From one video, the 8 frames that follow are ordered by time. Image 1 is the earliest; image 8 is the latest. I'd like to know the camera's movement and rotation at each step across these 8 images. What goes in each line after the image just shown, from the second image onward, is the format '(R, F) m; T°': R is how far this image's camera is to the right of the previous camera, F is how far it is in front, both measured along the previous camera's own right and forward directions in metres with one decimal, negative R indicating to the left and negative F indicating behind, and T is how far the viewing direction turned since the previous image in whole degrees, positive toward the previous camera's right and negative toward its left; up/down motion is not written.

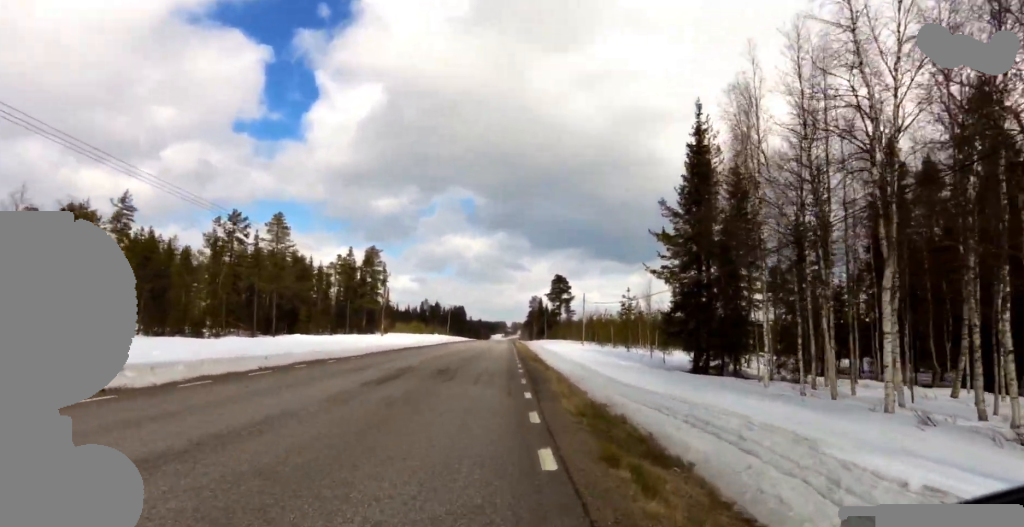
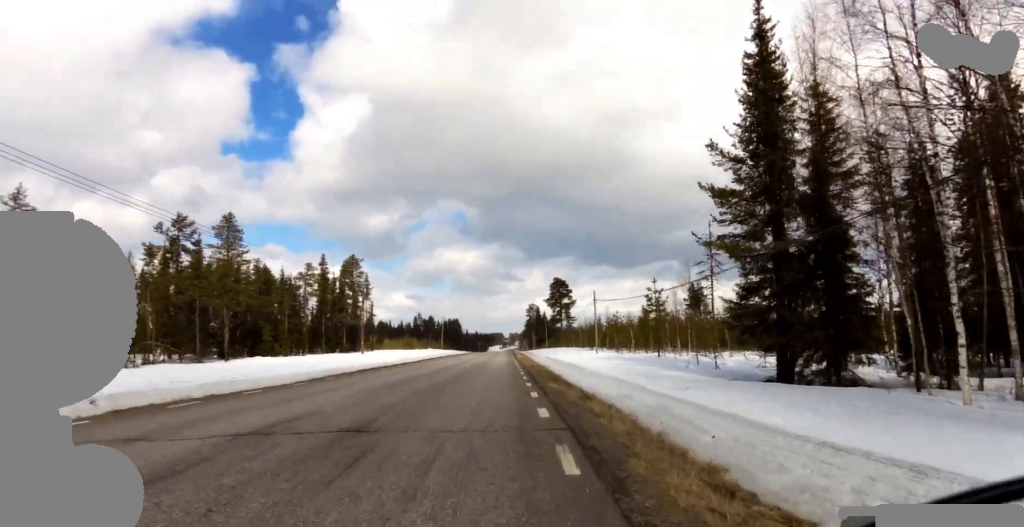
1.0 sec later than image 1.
(0.0, +9.5) m; -2°
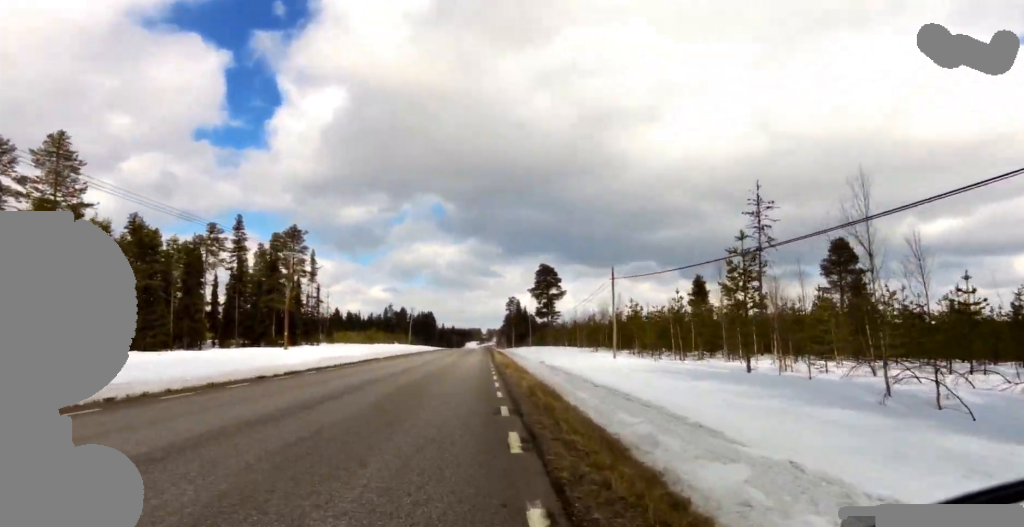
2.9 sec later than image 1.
(-0.2, +16.7) m; +1°
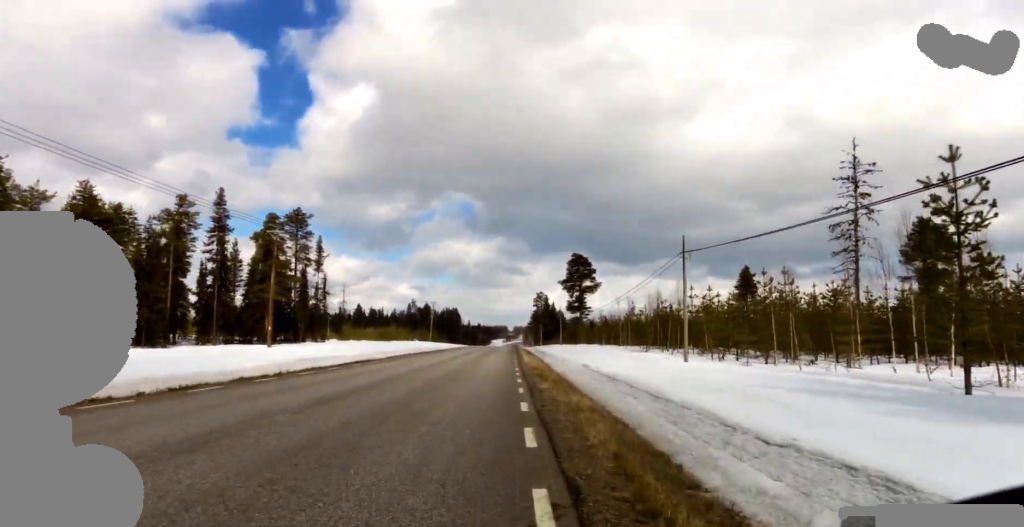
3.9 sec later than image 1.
(+0.3, +8.5) m; -1°
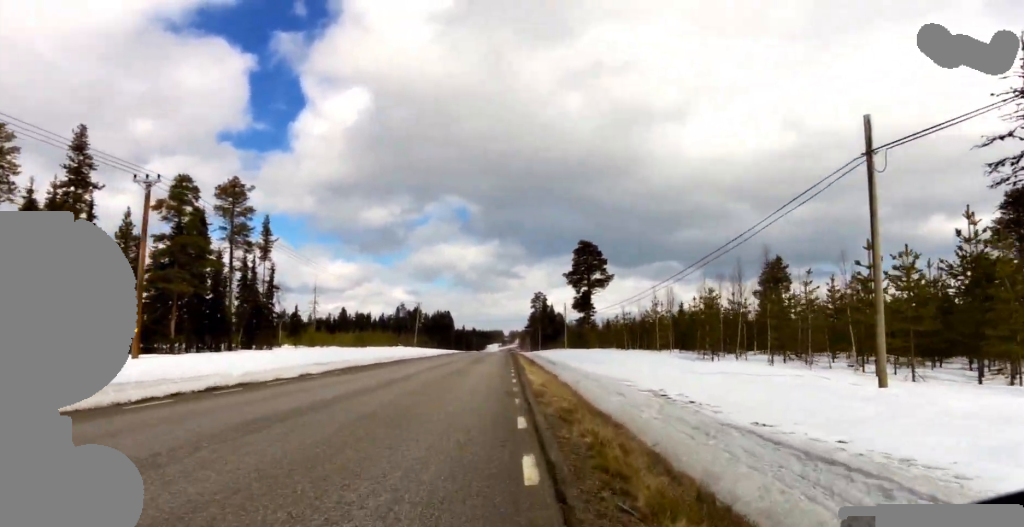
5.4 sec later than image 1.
(-0.4, +13.0) m; +1°
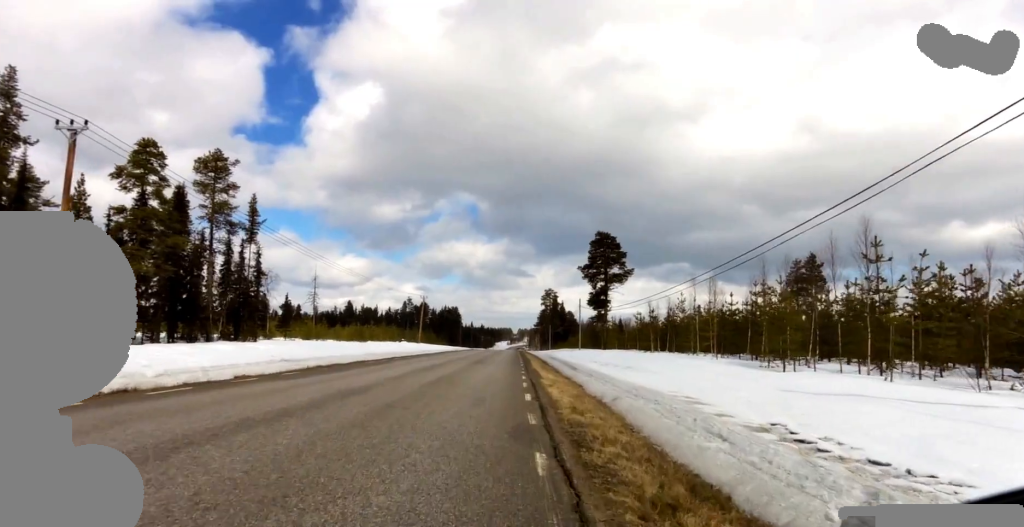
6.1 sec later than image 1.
(0.0, +5.9) m; -1°
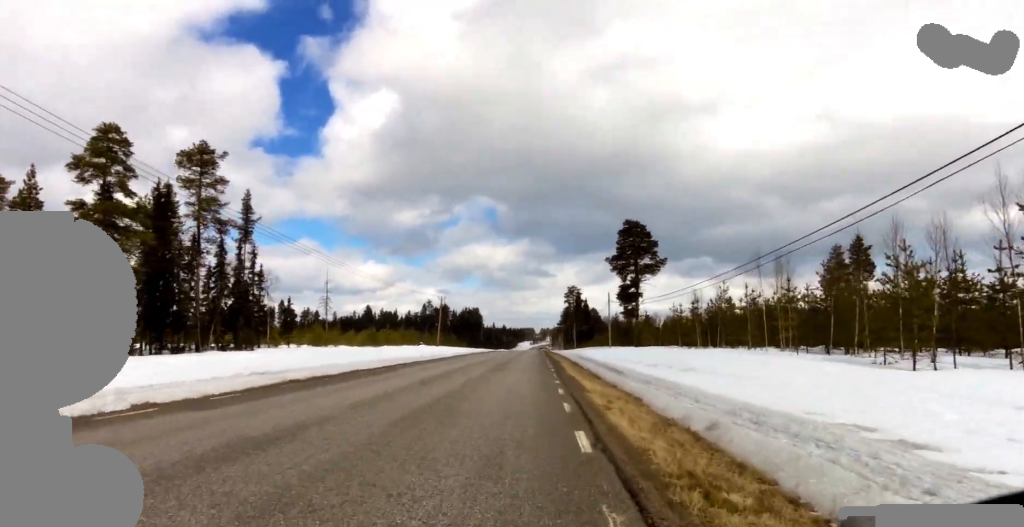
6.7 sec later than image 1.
(0.0, +5.4) m; -2°
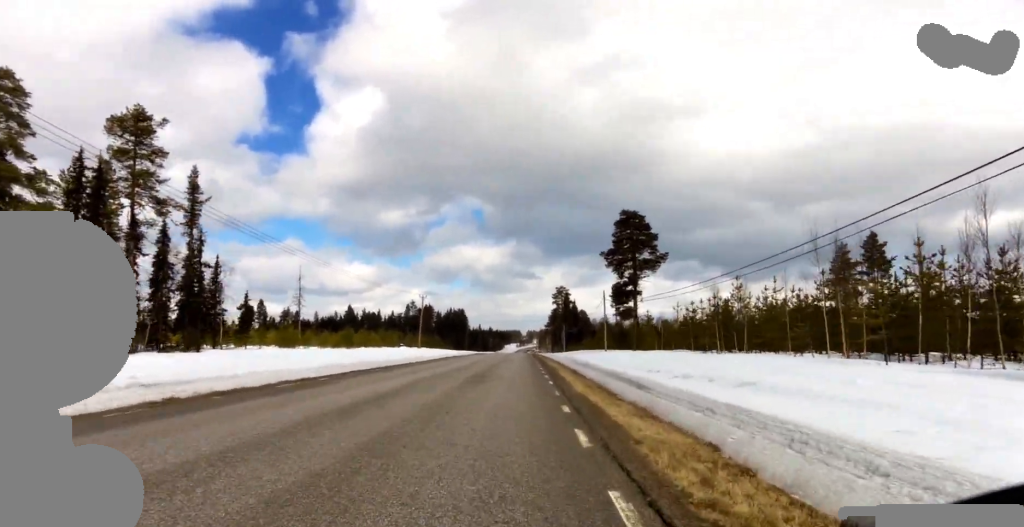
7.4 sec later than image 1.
(-0.3, +6.0) m; -2°
